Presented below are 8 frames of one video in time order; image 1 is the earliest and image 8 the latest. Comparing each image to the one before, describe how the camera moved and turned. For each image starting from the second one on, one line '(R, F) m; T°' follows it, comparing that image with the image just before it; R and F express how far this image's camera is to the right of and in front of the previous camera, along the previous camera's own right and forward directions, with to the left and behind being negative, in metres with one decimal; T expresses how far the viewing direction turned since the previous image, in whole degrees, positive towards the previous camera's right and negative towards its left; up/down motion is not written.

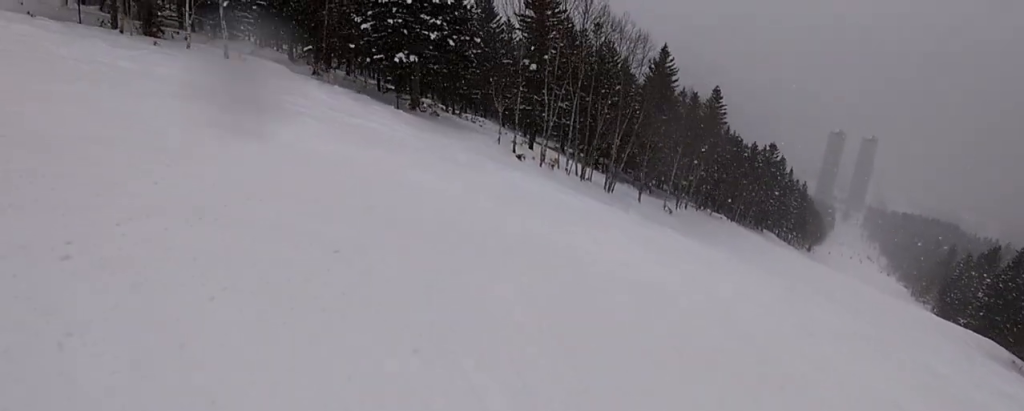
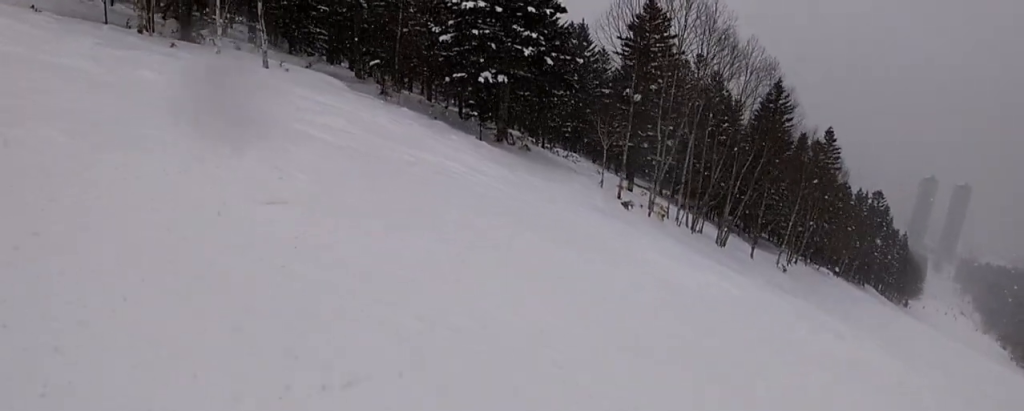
(-0.6, +6.2) m; -5°
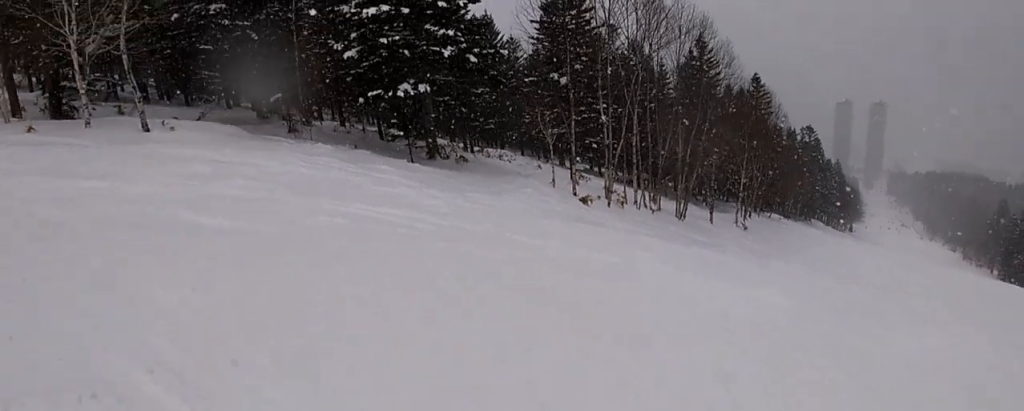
(-0.5, +3.9) m; +6°
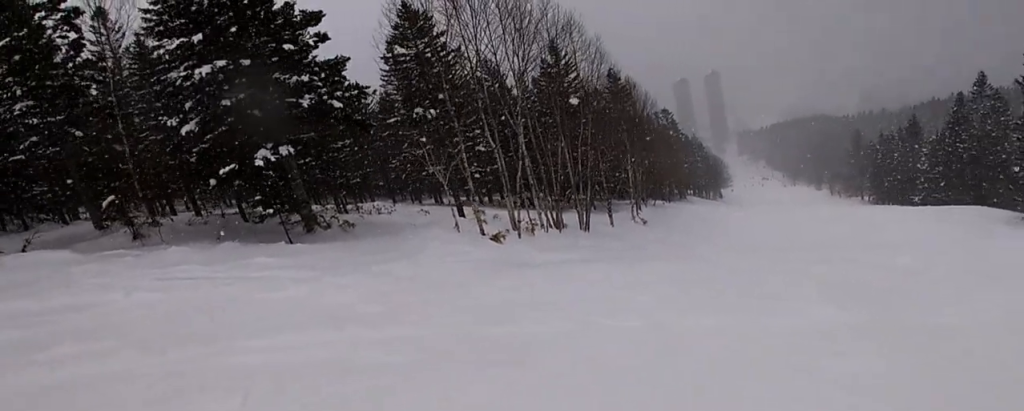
(+0.7, +4.9) m; +28°
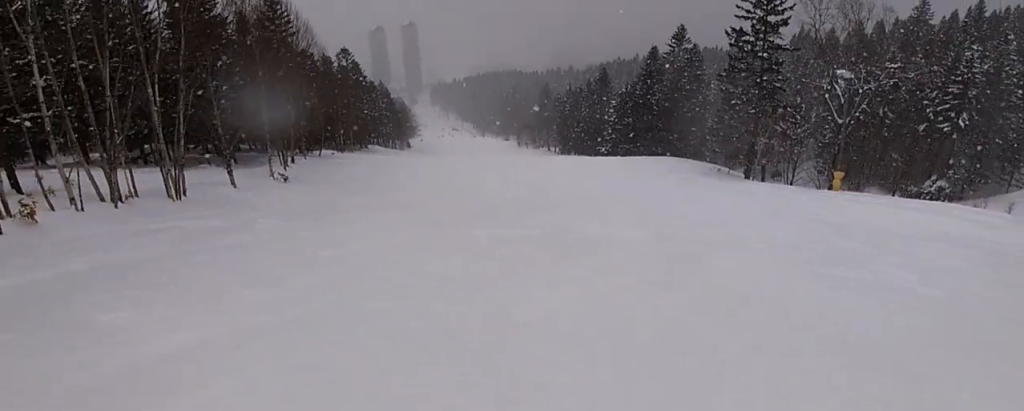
(+6.8, +9.3) m; +32°
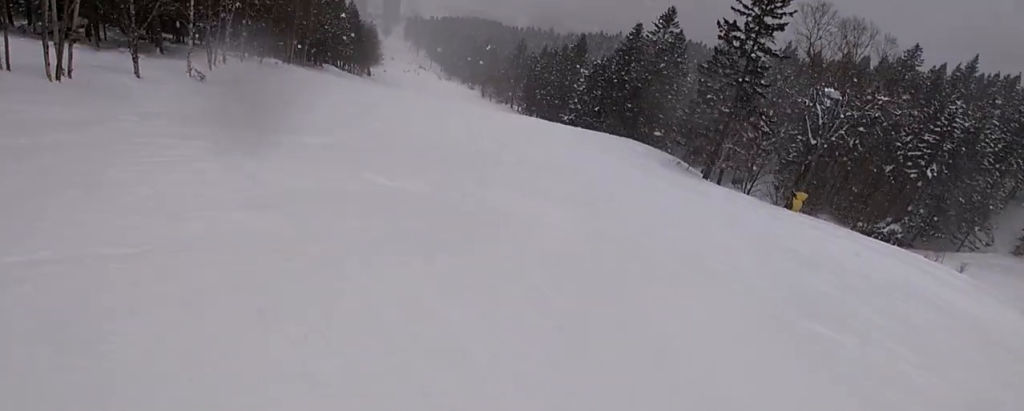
(-0.2, +3.2) m; -12°
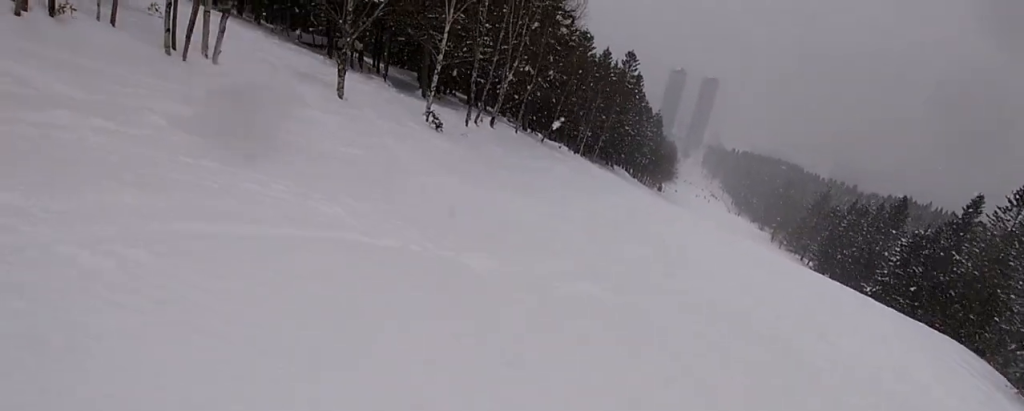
(-2.6, +10.6) m; -20°
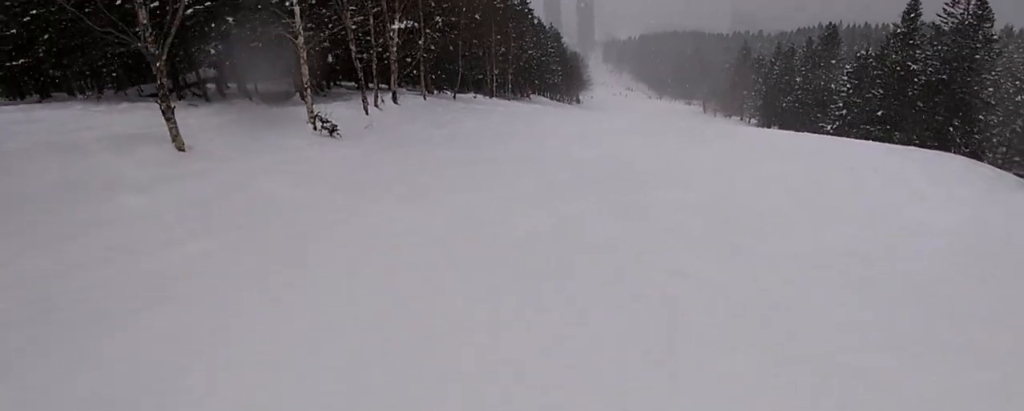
(-0.4, +6.4) m; +9°
